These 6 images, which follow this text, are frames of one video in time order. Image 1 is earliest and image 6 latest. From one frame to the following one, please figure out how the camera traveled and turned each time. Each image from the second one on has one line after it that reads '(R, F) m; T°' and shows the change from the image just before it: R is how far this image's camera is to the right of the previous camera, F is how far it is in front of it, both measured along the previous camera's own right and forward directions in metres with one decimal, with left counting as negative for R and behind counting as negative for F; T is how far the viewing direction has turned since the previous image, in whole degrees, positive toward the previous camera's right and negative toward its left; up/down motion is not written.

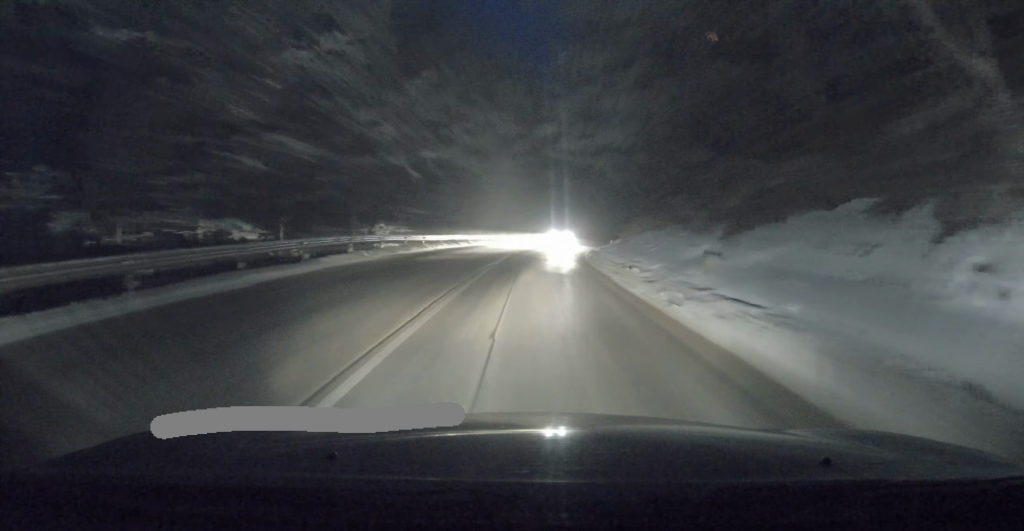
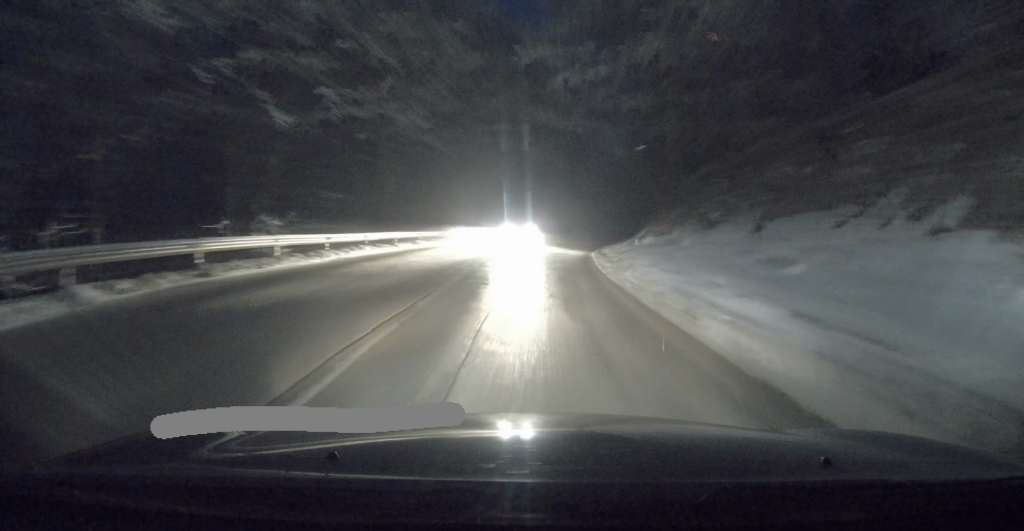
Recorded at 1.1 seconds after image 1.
(+0.5, +12.6) m; +5°
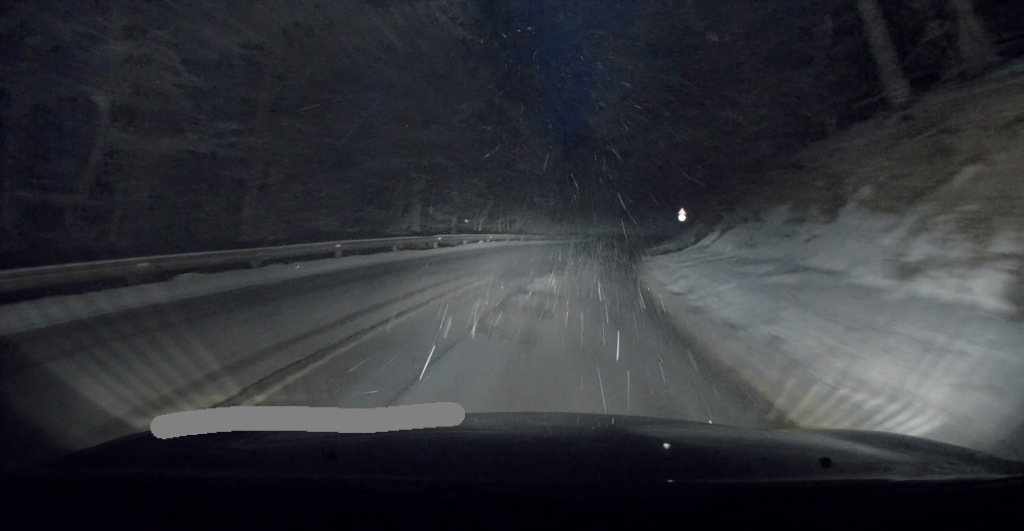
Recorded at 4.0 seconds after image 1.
(+1.1, +30.7) m; +6°
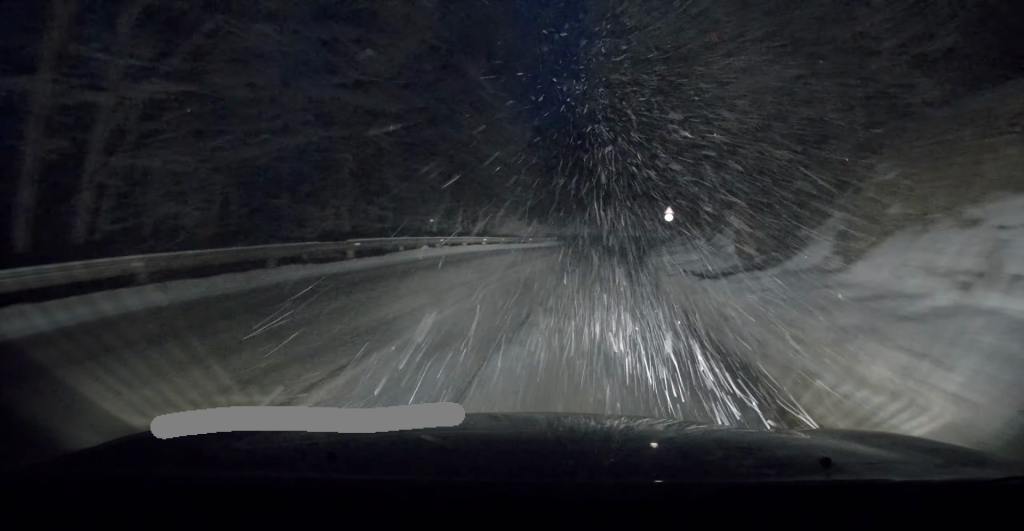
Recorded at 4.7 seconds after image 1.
(+0.3, +7.3) m; +6°
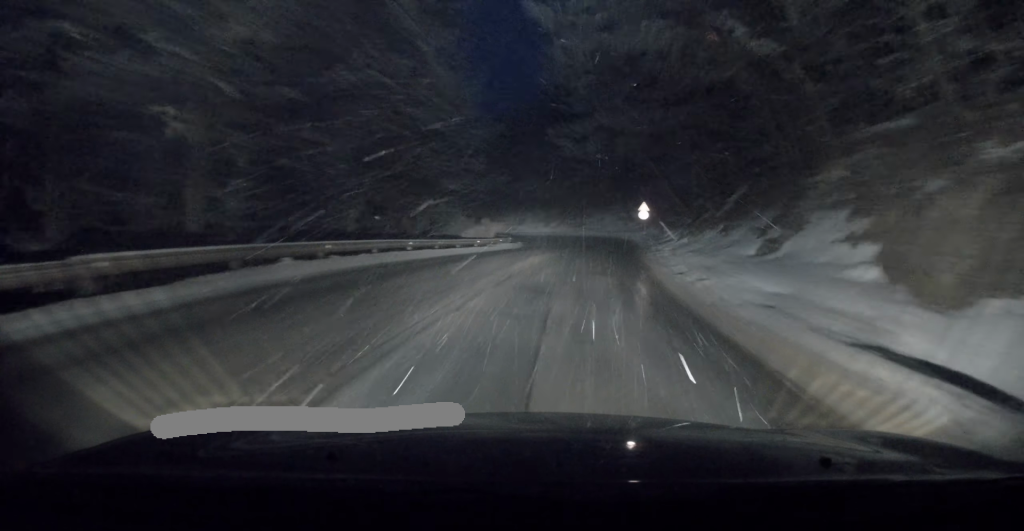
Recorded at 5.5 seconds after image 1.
(+0.6, +8.2) m; +5°
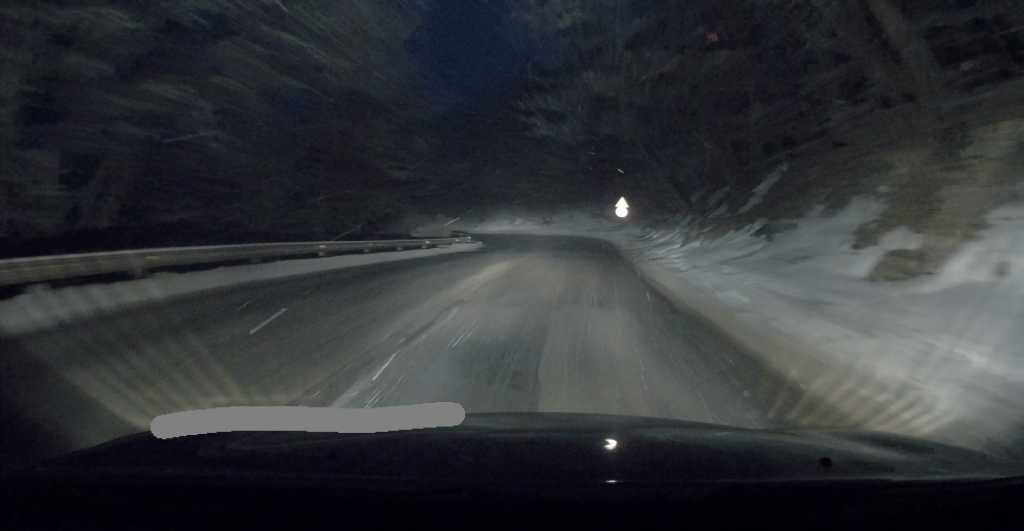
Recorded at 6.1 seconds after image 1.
(+0.1, +5.5) m; +2°
